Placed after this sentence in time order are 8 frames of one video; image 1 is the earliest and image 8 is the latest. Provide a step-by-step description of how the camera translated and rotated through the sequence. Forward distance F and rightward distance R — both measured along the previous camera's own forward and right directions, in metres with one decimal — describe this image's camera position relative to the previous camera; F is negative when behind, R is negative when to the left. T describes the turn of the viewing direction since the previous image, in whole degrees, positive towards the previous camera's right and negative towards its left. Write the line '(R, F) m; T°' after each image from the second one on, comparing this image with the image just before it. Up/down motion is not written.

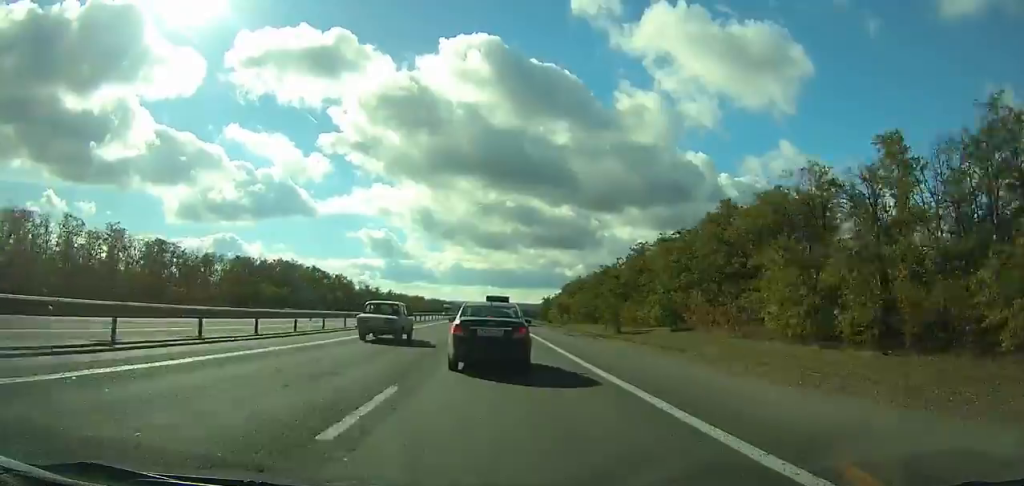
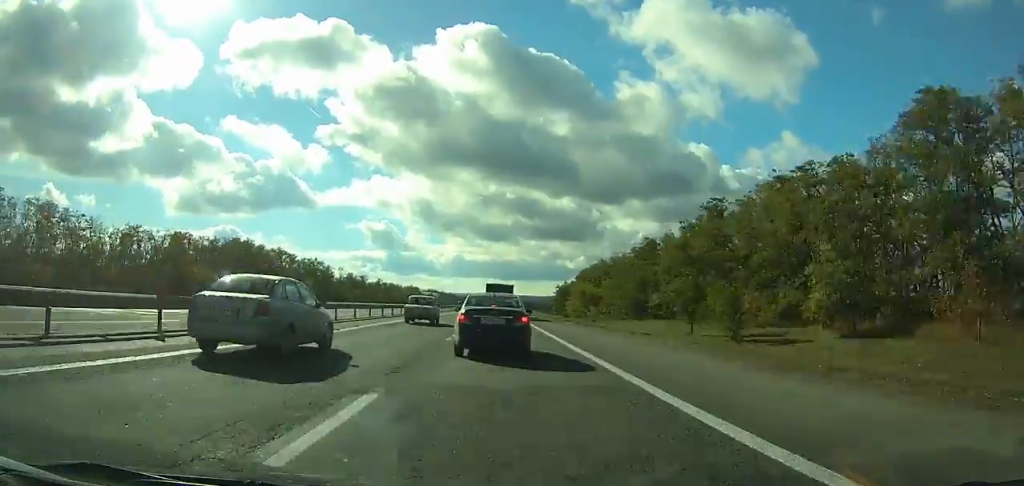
(-0.1, +34.6) m; 0°
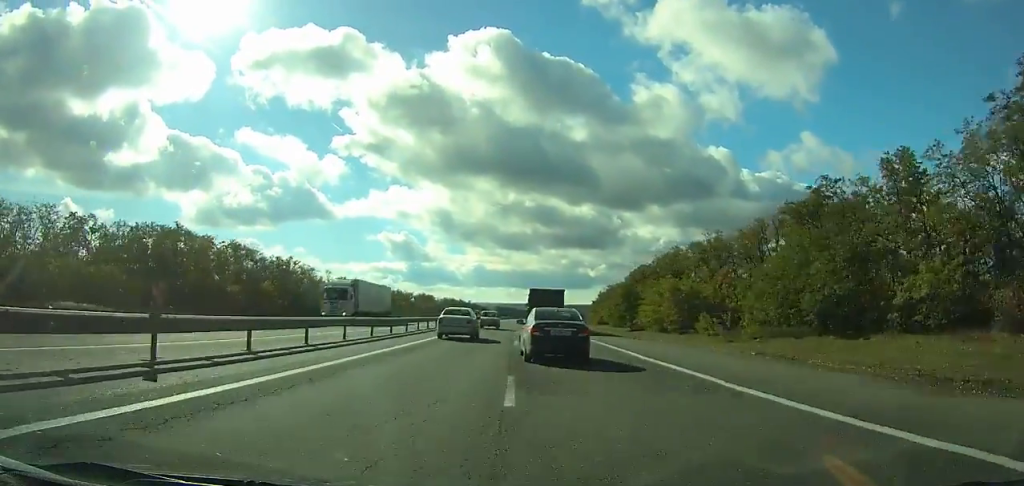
(-0.2, +46.9) m; 0°
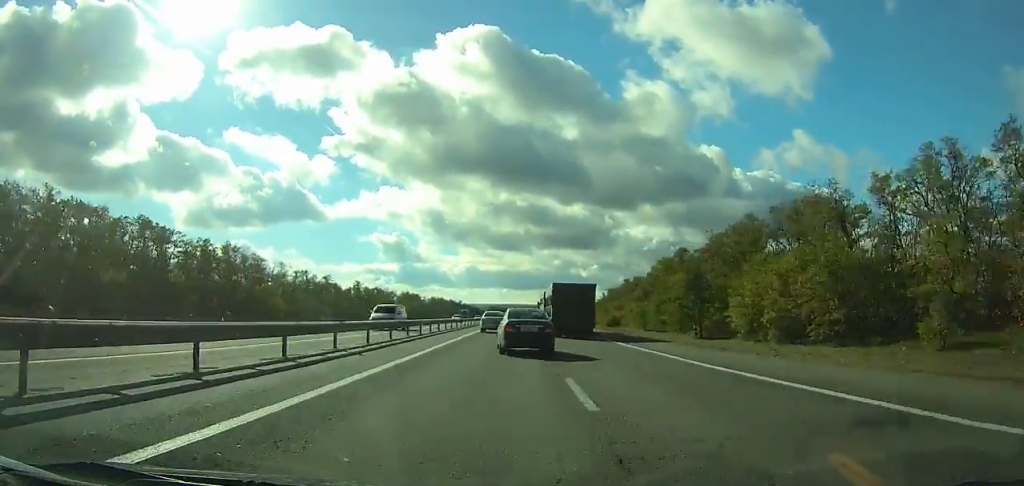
(-0.2, +34.2) m; +1°
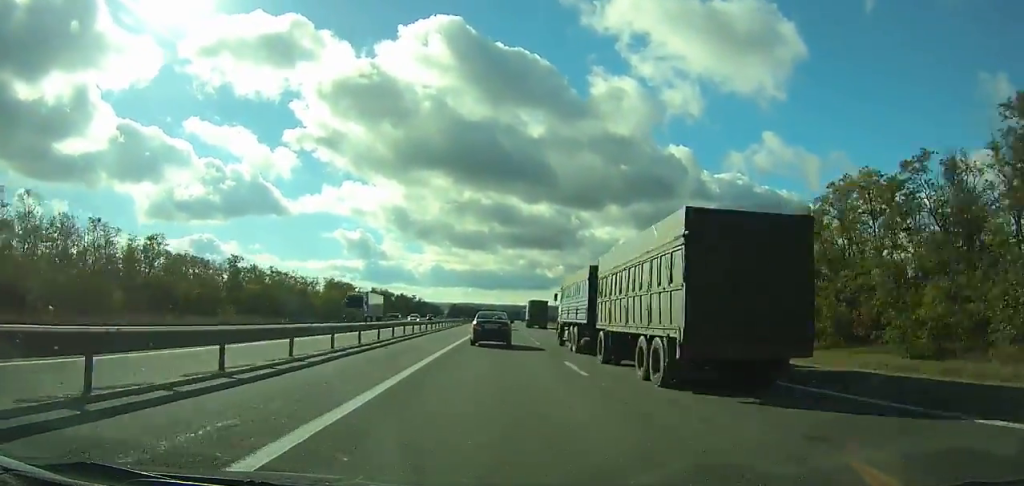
(+1.0, +75.2) m; +2°
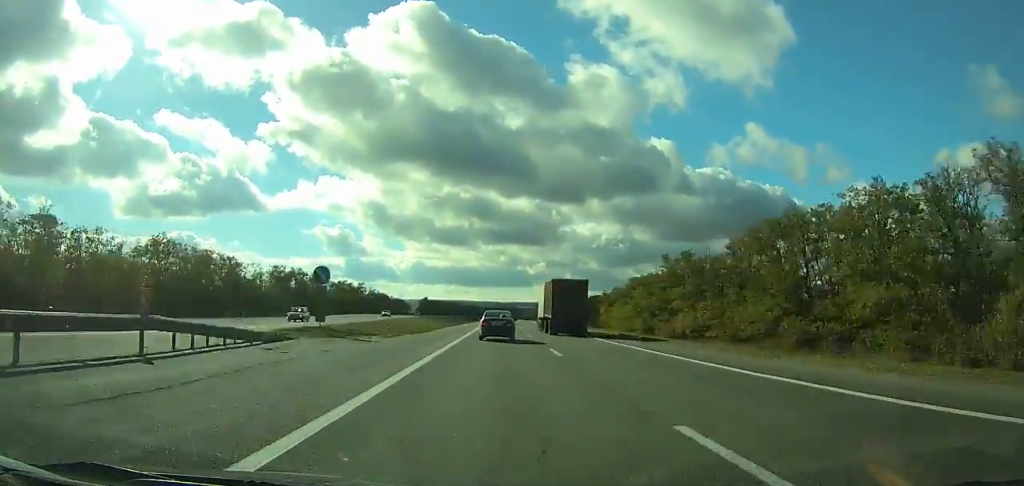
(+1.0, +88.0) m; +2°
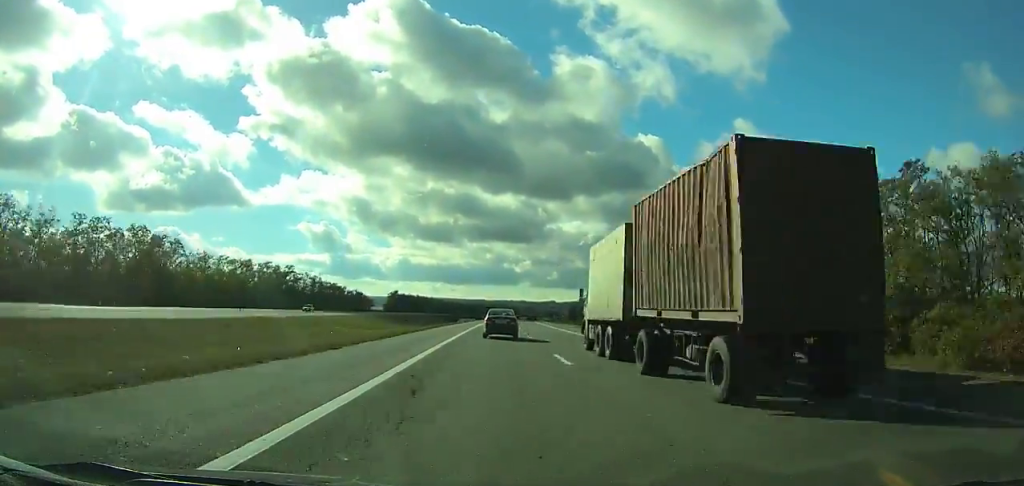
(+1.8, +66.3) m; +2°
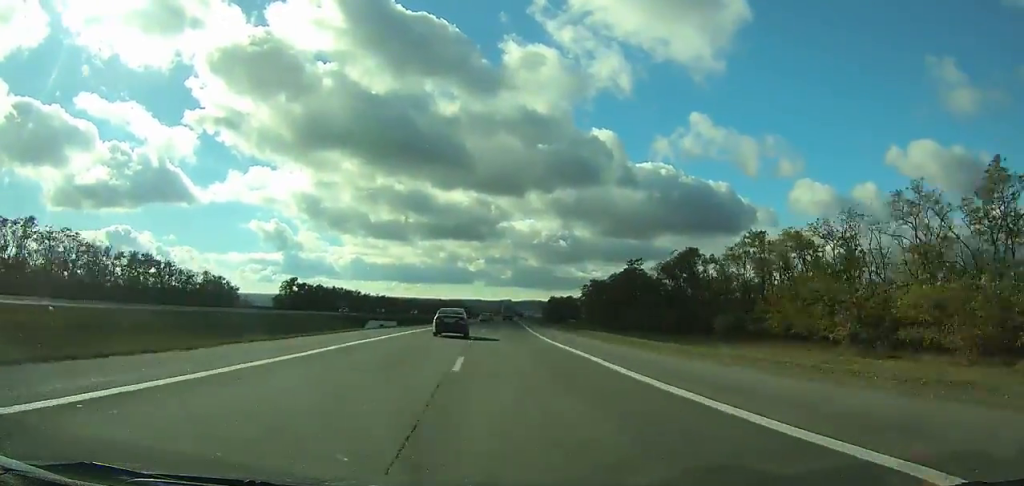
(+2.1, +98.0) m; +3°
